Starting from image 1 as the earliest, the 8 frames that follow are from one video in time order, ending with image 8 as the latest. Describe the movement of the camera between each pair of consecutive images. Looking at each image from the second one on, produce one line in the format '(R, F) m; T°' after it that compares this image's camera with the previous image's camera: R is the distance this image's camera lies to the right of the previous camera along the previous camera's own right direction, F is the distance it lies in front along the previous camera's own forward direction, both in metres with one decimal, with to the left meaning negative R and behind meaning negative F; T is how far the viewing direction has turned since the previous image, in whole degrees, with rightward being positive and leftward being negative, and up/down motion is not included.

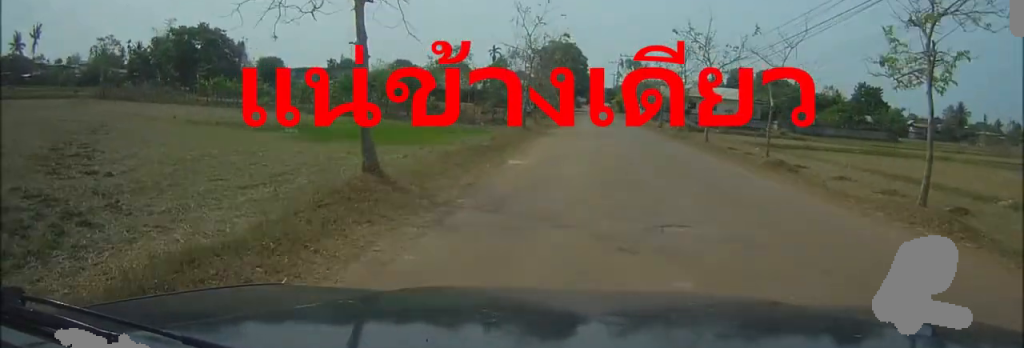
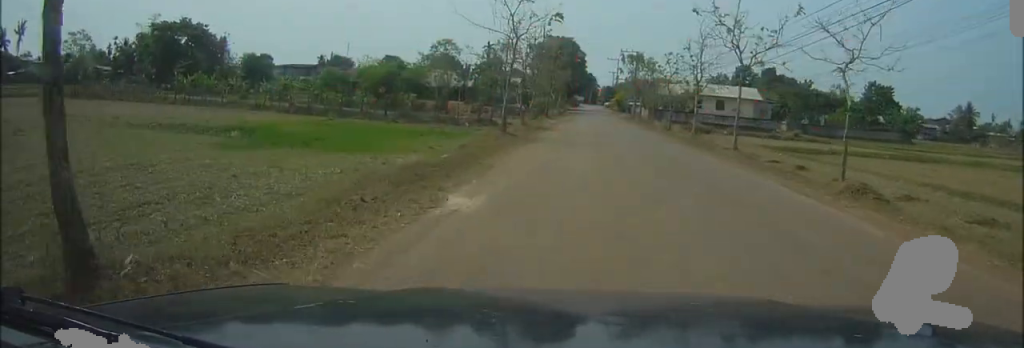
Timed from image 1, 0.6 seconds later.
(0.0, +6.3) m; 0°
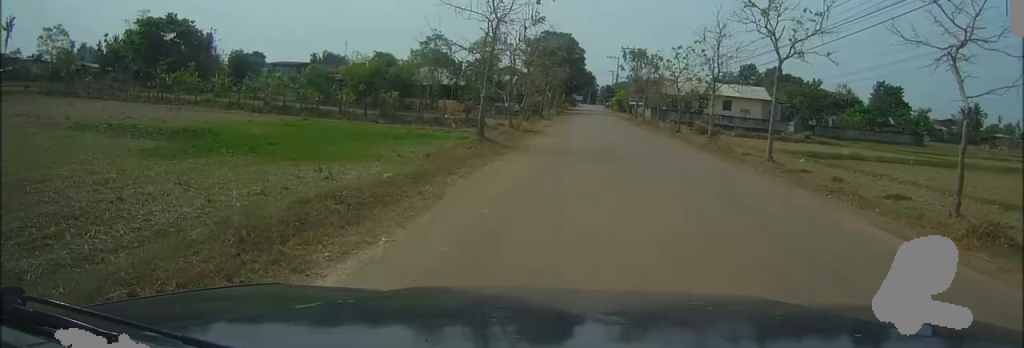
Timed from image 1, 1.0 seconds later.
(+0.1, +4.8) m; 0°
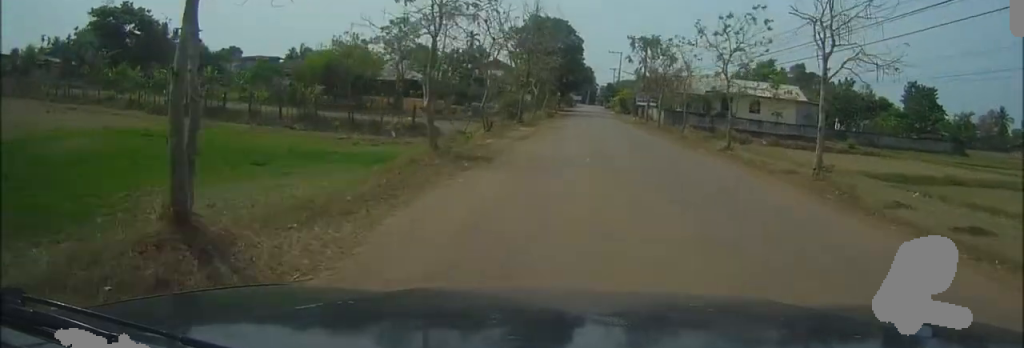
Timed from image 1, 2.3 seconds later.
(0.0, +14.3) m; 0°
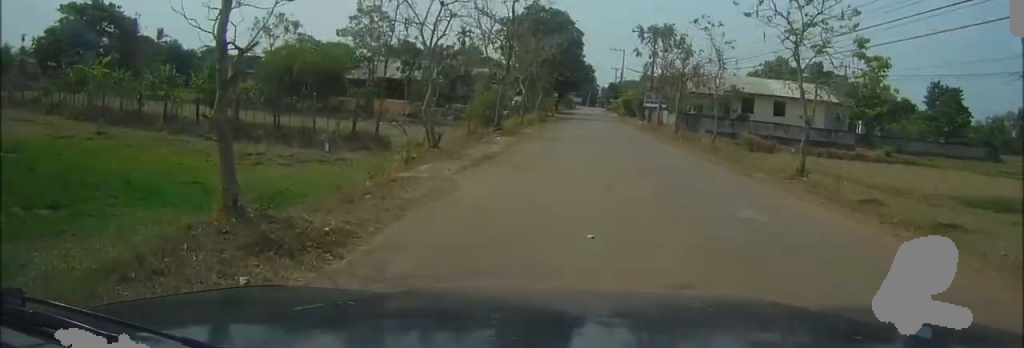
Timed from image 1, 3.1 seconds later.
(0.0, +8.7) m; 0°
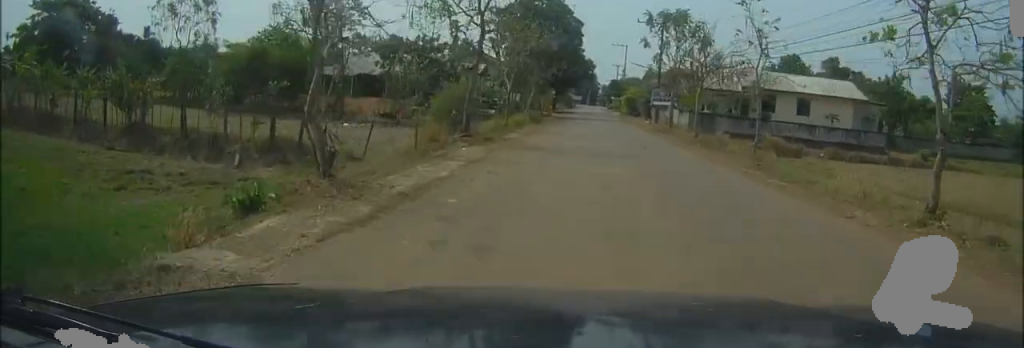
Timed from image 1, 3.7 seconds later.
(+0.1, +6.8) m; 0°
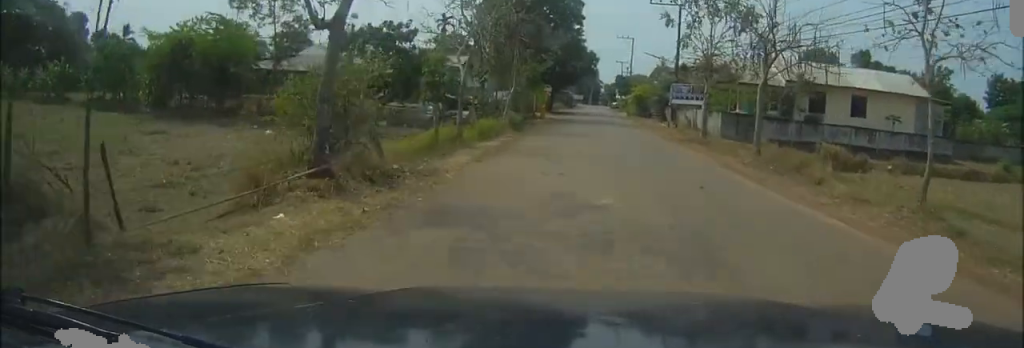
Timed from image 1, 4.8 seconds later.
(-0.1, +11.0) m; -1°
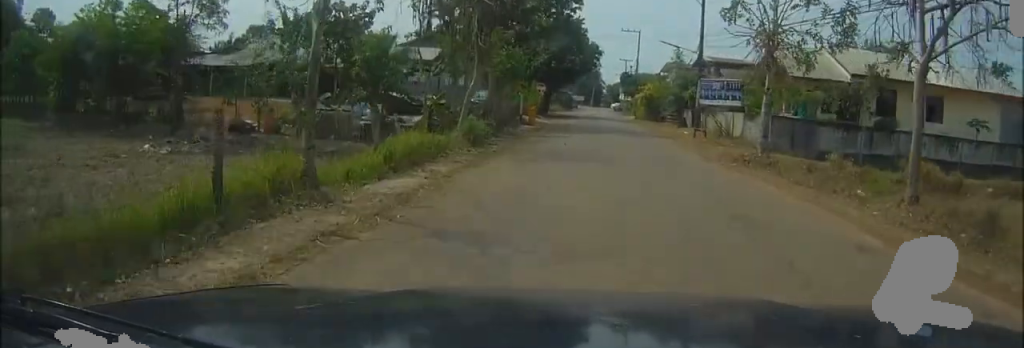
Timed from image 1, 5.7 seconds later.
(0.0, +10.1) m; 0°
